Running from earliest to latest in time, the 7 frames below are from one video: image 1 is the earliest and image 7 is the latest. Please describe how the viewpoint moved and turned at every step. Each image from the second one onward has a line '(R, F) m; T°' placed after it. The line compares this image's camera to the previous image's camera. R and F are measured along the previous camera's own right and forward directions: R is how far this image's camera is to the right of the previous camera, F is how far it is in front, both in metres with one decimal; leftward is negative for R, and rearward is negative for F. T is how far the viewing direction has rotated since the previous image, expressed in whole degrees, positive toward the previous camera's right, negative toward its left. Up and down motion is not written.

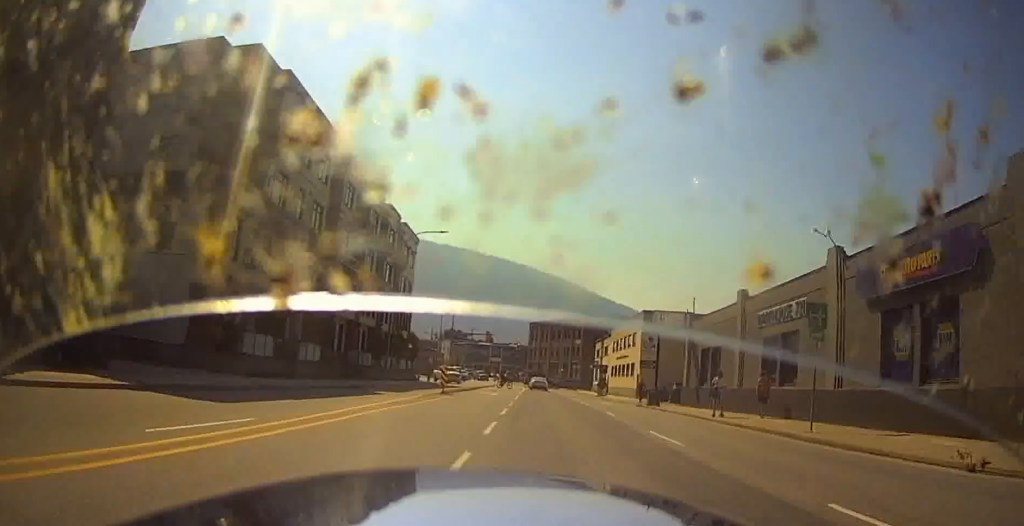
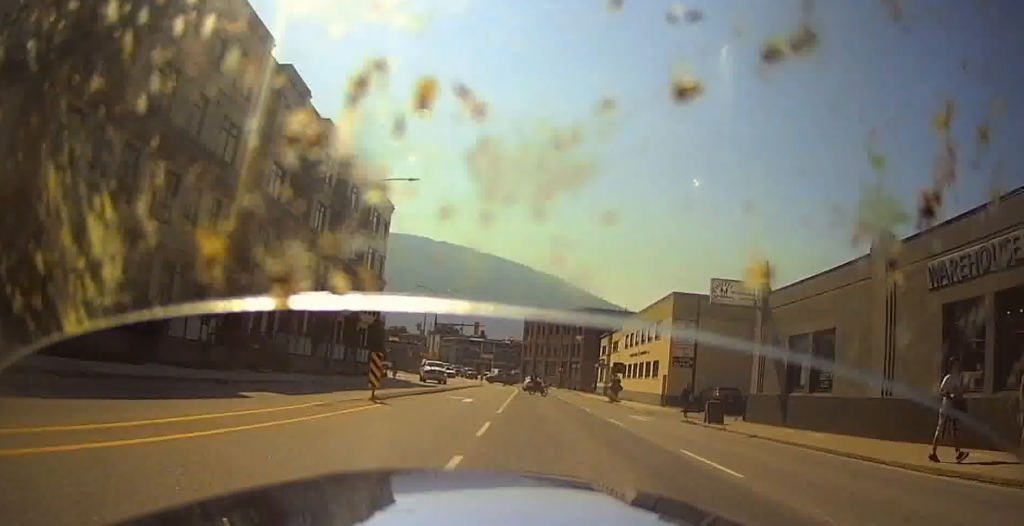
(+0.2, +10.2) m; +1°
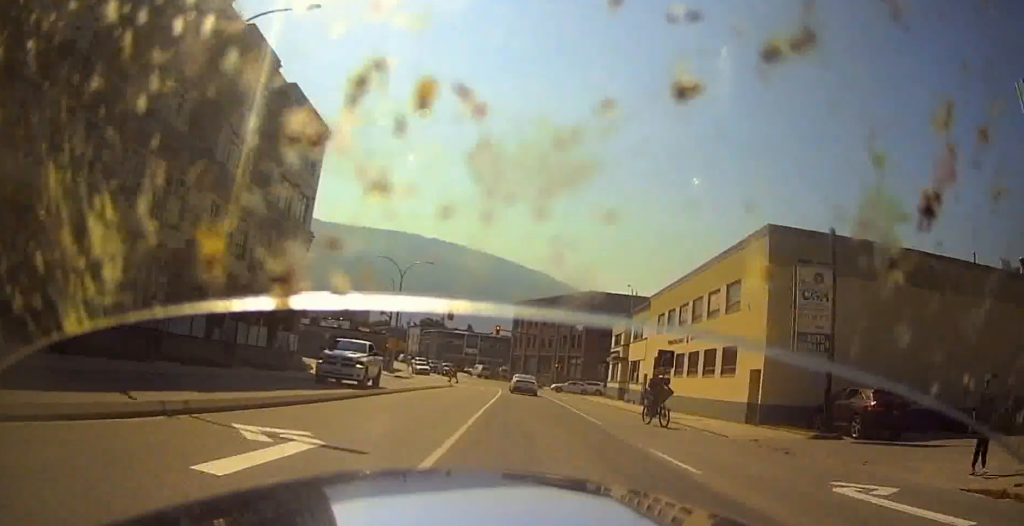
(-0.6, +15.3) m; -9°
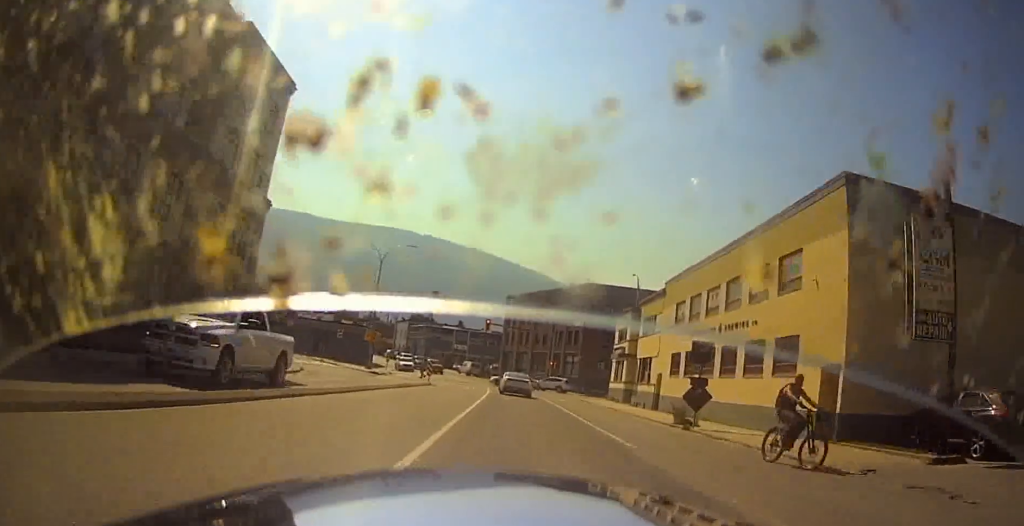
(-0.4, +5.3) m; -4°
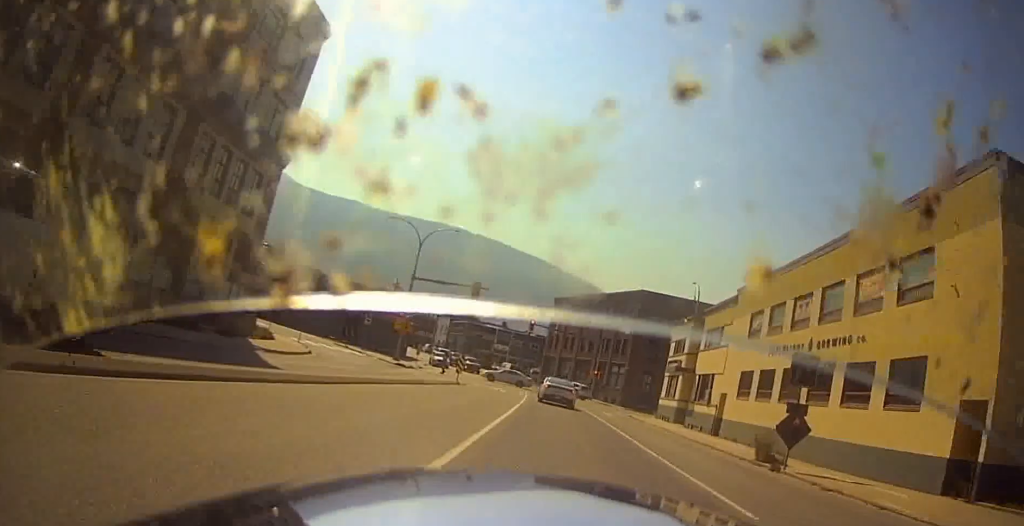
(-0.1, +4.0) m; -2°
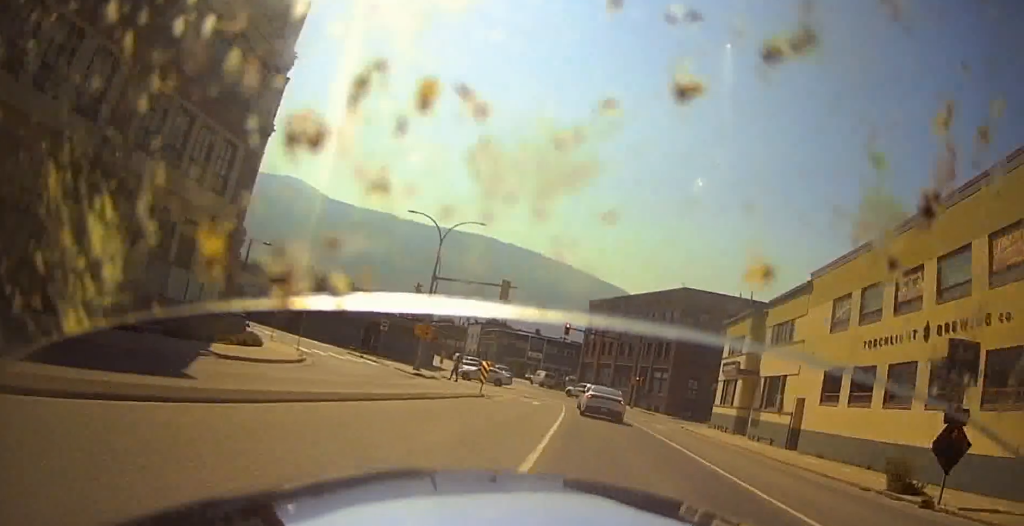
(0.0, +4.2) m; -3°
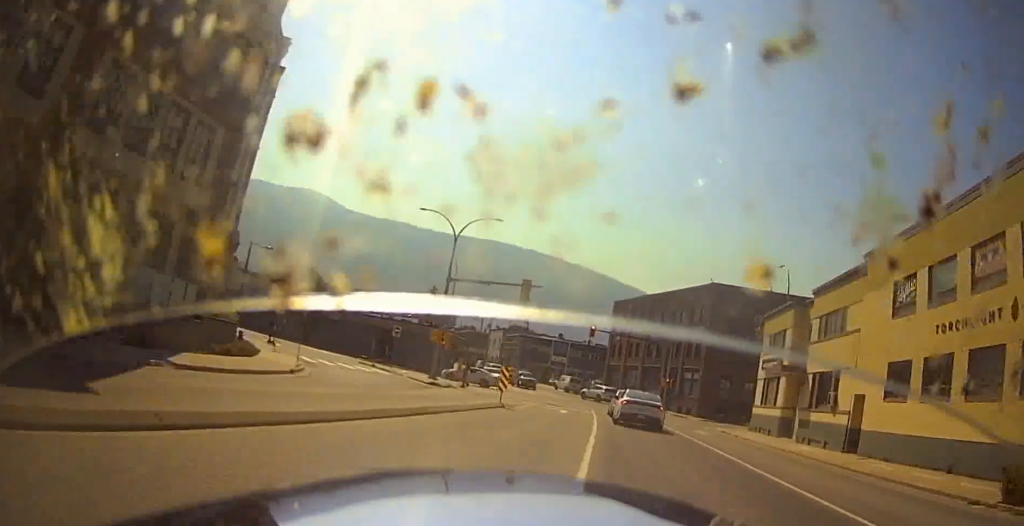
(-0.1, +2.1) m; -3°
